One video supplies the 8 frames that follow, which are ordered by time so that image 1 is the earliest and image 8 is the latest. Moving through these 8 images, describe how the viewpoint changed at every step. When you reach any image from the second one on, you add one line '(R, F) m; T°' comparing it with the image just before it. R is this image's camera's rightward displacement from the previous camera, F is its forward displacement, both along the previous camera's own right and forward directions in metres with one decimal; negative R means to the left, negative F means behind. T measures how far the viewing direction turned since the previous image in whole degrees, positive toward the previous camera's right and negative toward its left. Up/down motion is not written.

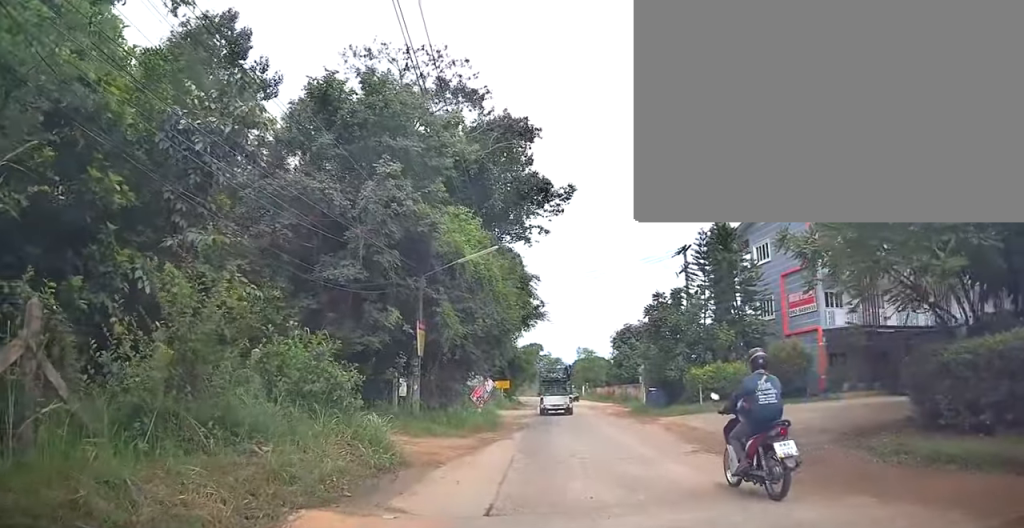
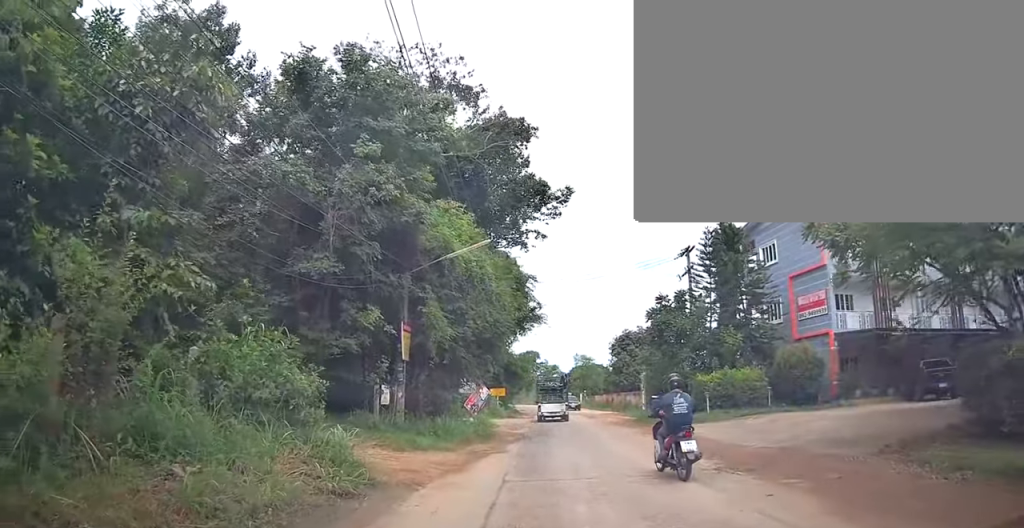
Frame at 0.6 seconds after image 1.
(+0.1, +2.4) m; +1°
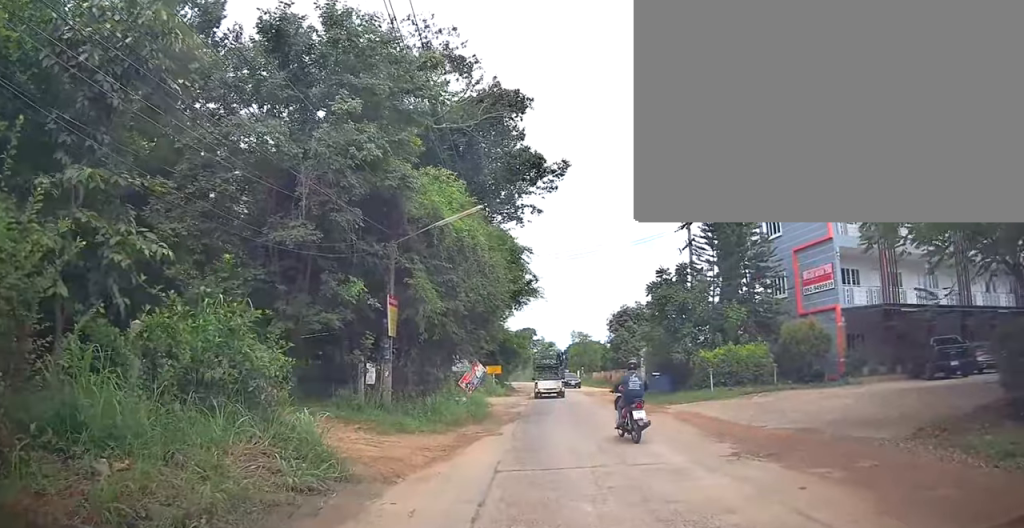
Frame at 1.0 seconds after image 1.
(-0.1, +1.6) m; -2°
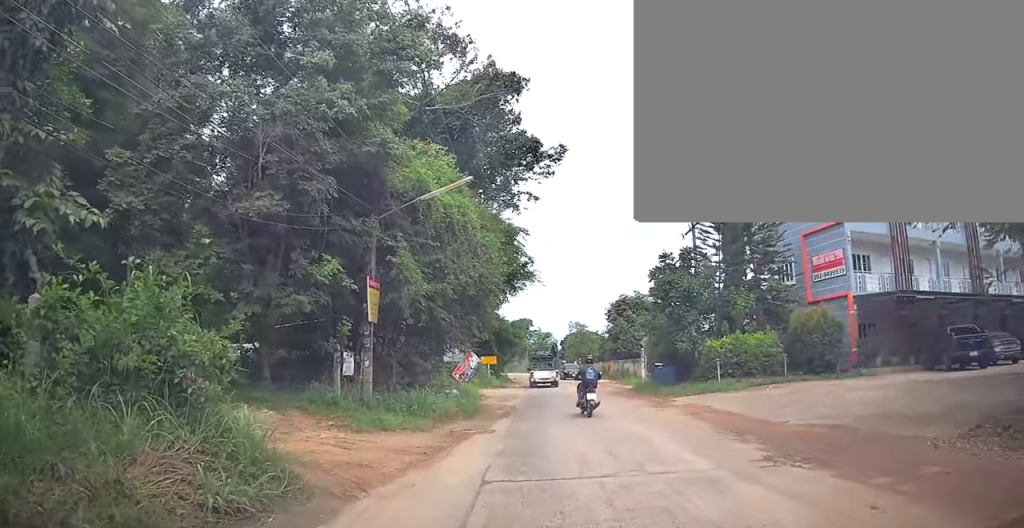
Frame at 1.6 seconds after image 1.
(0.0, +2.4) m; -3°
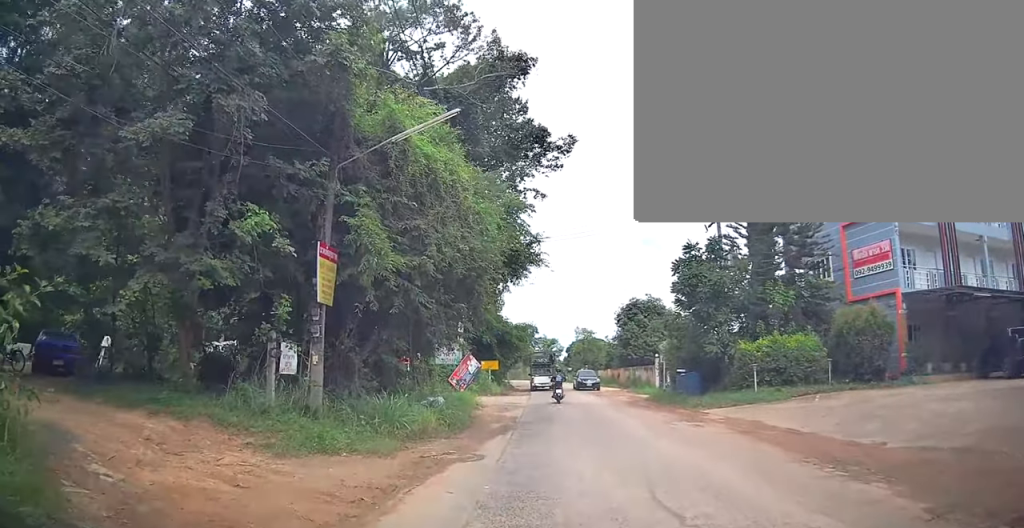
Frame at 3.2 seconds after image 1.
(-0.2, +5.4) m; 0°
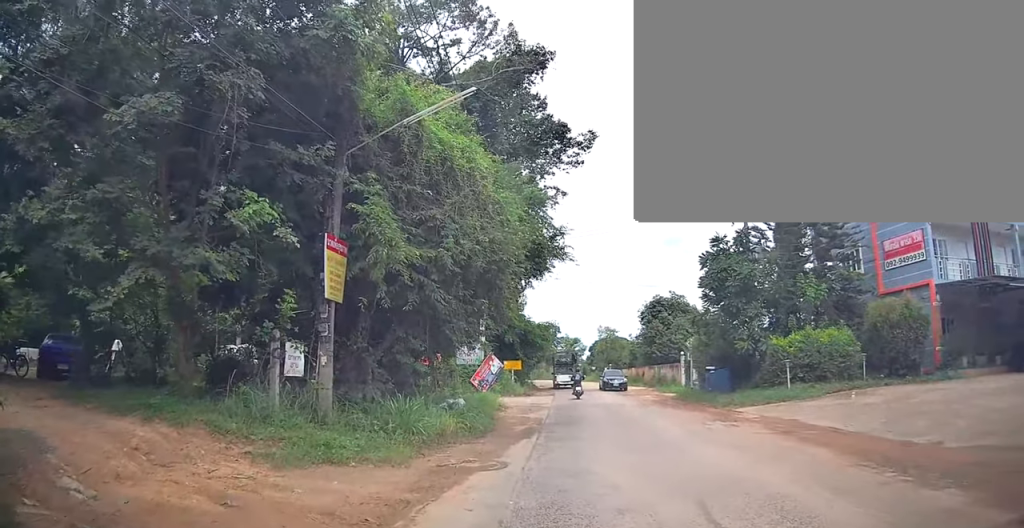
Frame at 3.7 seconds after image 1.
(0.0, +1.3) m; +1°
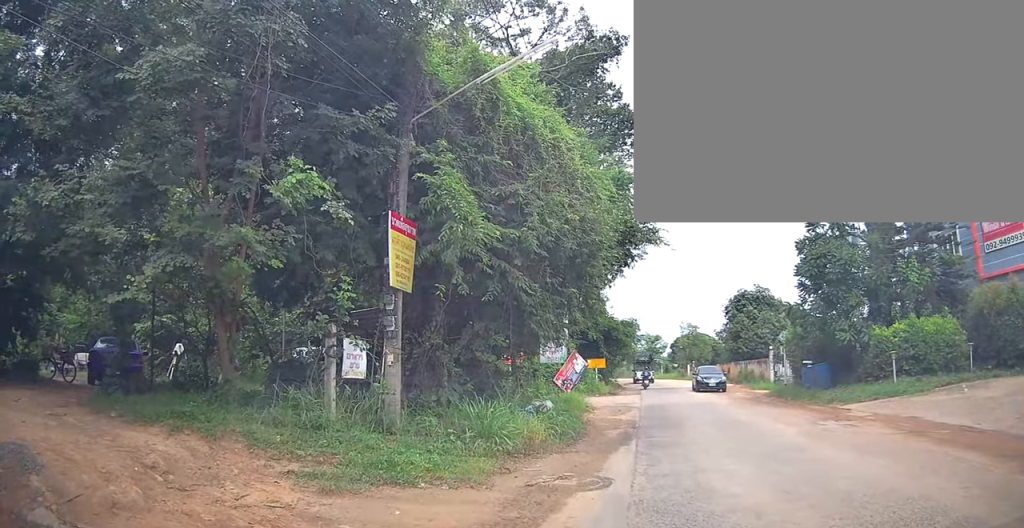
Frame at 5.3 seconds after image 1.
(+0.2, +2.0) m; 0°
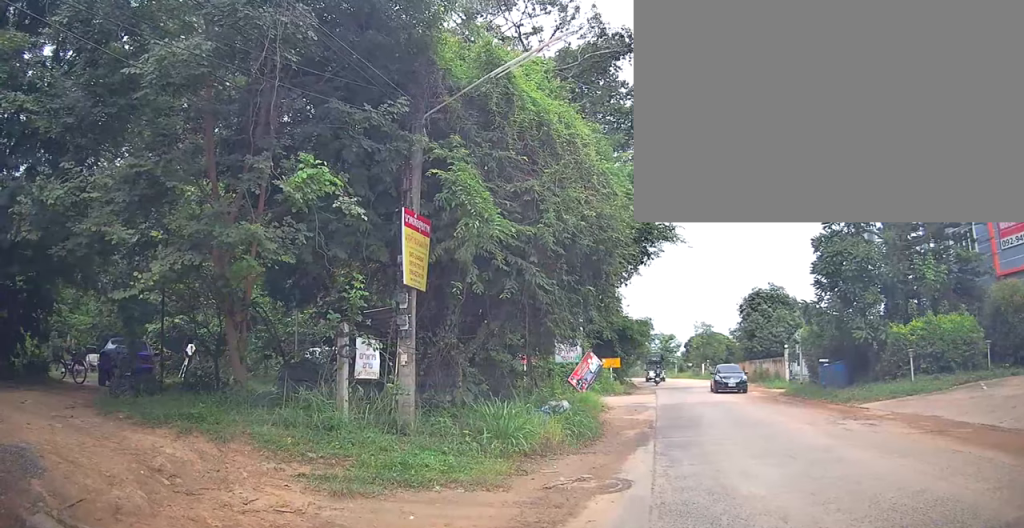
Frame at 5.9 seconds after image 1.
(0.0, +0.4) m; 0°
